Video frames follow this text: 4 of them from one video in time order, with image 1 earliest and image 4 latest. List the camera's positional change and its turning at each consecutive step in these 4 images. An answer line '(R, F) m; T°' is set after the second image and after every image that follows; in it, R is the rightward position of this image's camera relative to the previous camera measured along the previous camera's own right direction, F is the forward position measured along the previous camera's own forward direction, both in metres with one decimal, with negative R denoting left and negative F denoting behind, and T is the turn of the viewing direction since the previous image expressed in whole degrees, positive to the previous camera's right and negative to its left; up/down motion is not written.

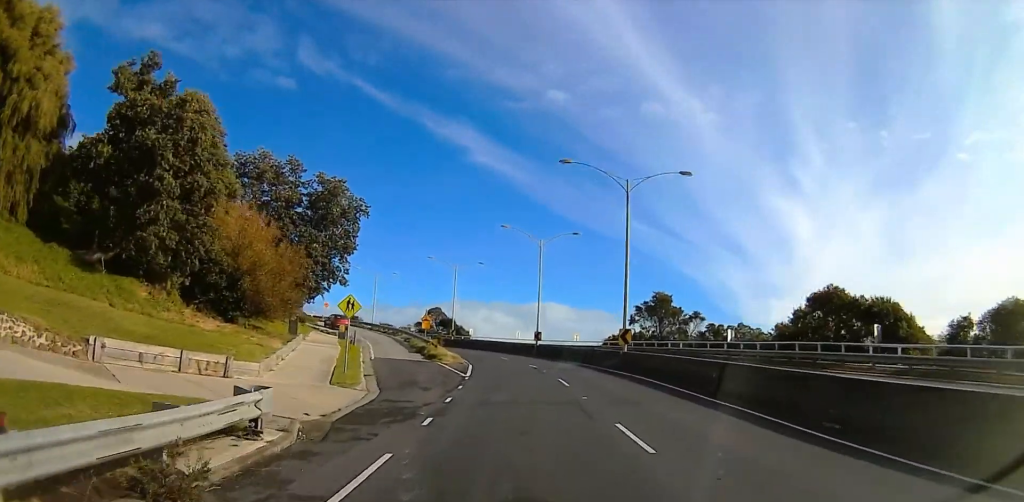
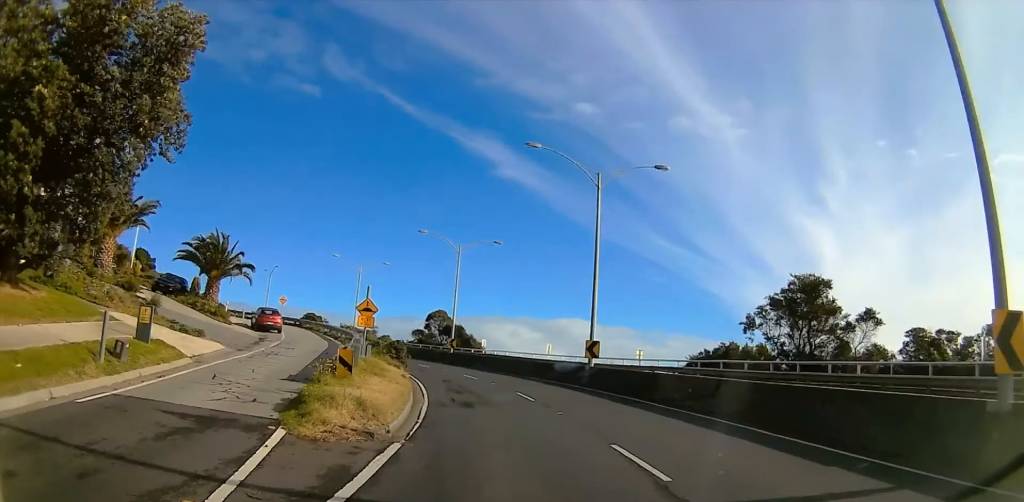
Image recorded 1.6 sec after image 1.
(-0.2, +25.8) m; -2°
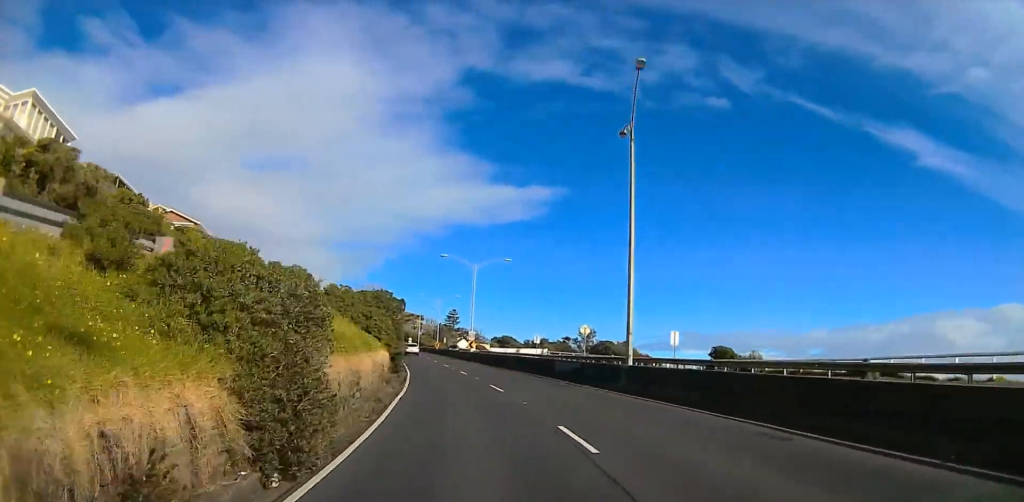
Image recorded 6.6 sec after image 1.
(-21.8, +78.4) m; -31°
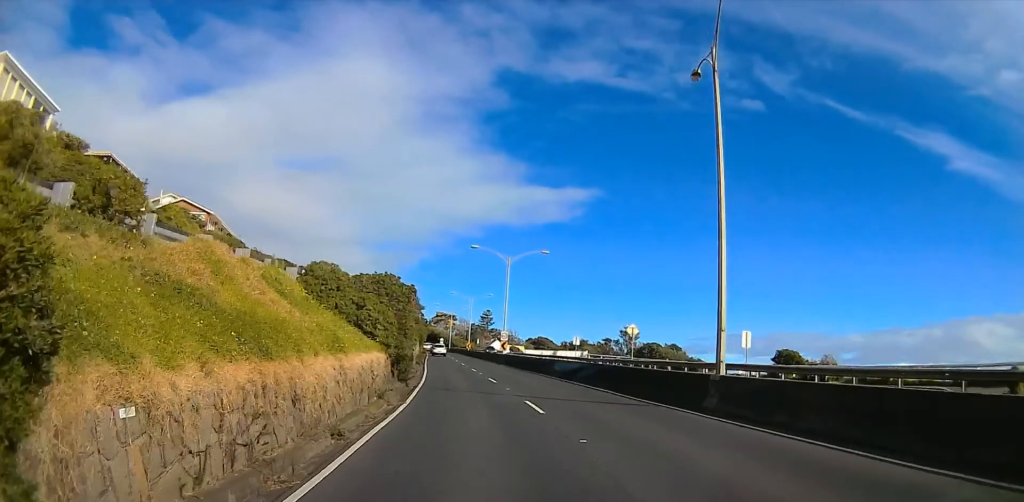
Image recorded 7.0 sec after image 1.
(-0.1, +6.7) m; -1°
